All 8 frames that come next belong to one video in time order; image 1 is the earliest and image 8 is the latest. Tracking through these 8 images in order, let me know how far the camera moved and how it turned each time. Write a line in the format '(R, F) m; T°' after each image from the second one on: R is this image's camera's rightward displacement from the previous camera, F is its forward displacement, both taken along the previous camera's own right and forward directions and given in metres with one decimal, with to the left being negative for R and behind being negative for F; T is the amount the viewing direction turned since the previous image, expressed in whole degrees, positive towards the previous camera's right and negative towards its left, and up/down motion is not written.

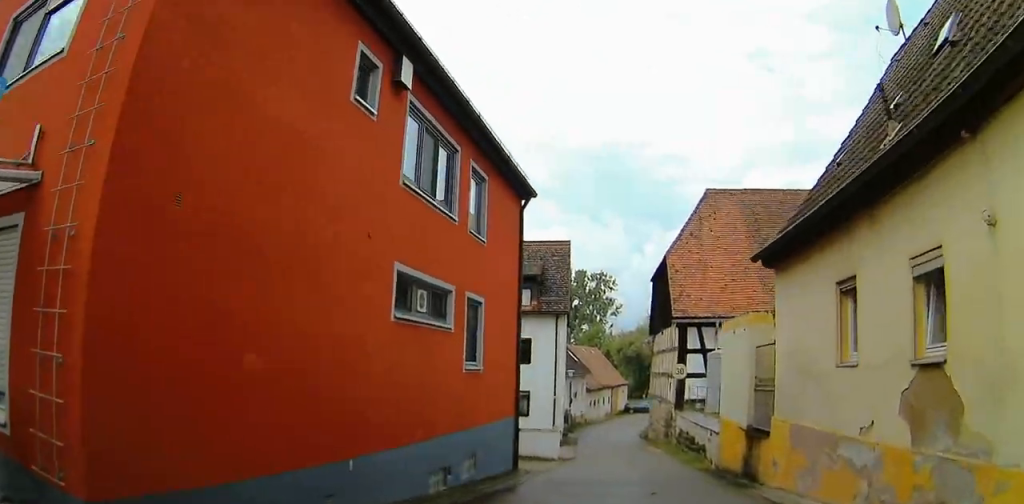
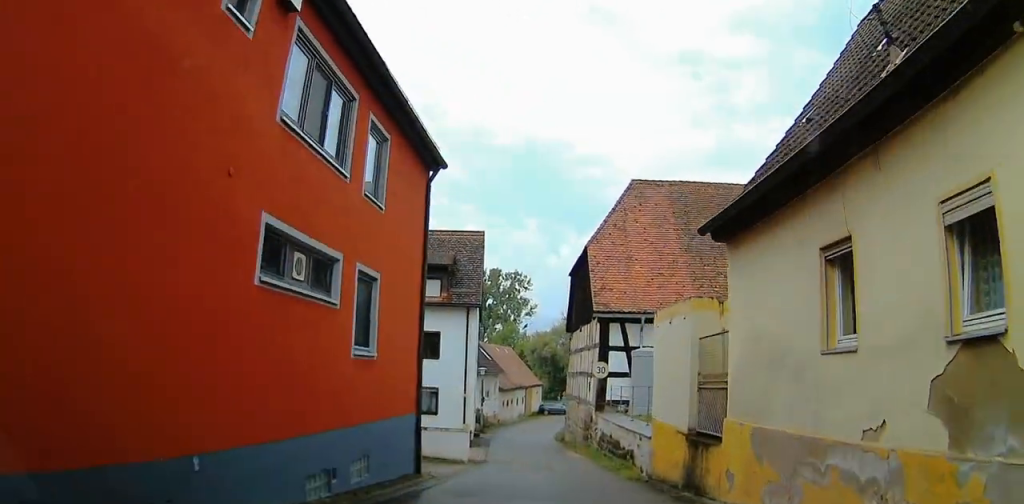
(0.0, +1.8) m; +8°
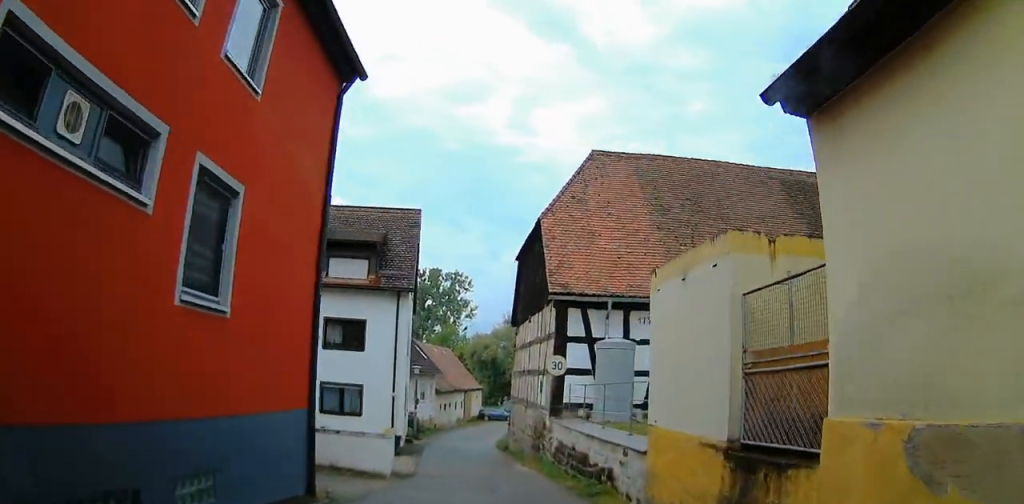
(+0.9, +4.0) m; +14°
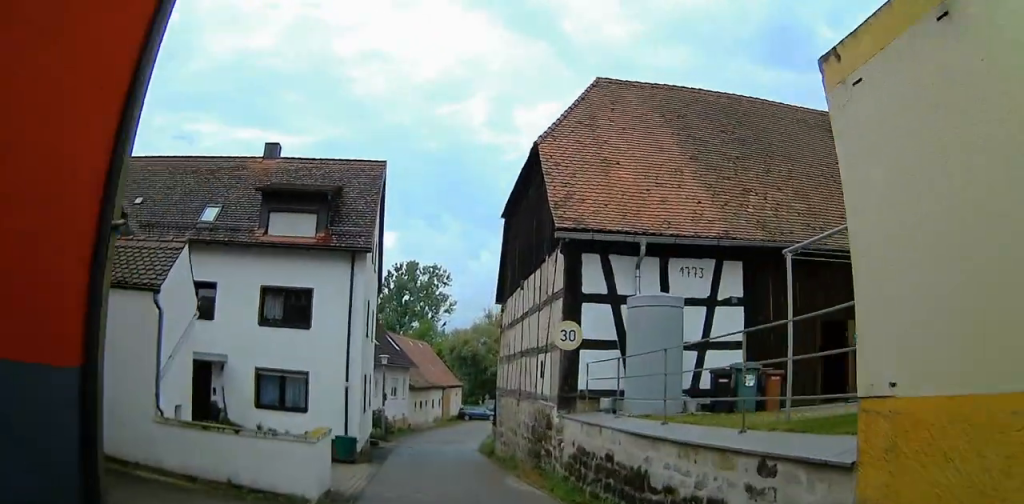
(+0.2, +5.1) m; +6°
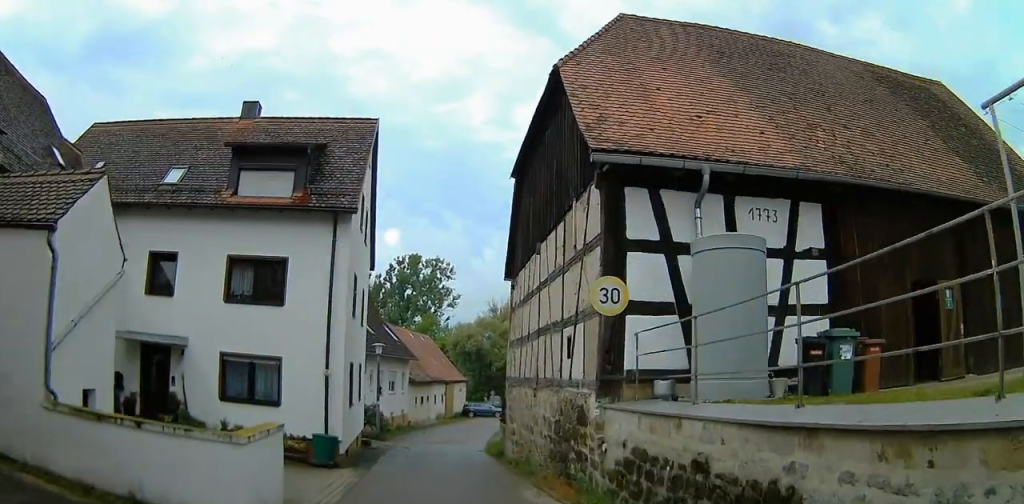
(+0.2, +3.0) m; +3°
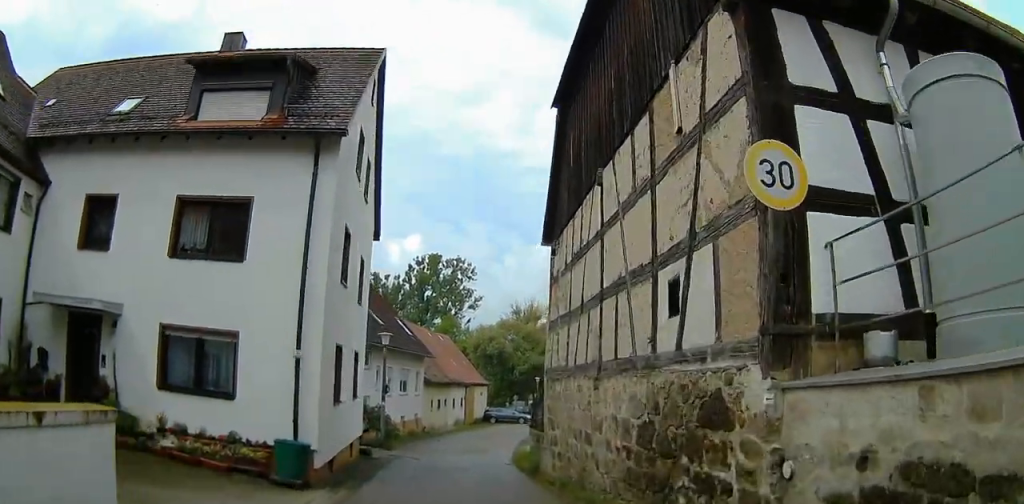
(0.0, +4.1) m; 0°
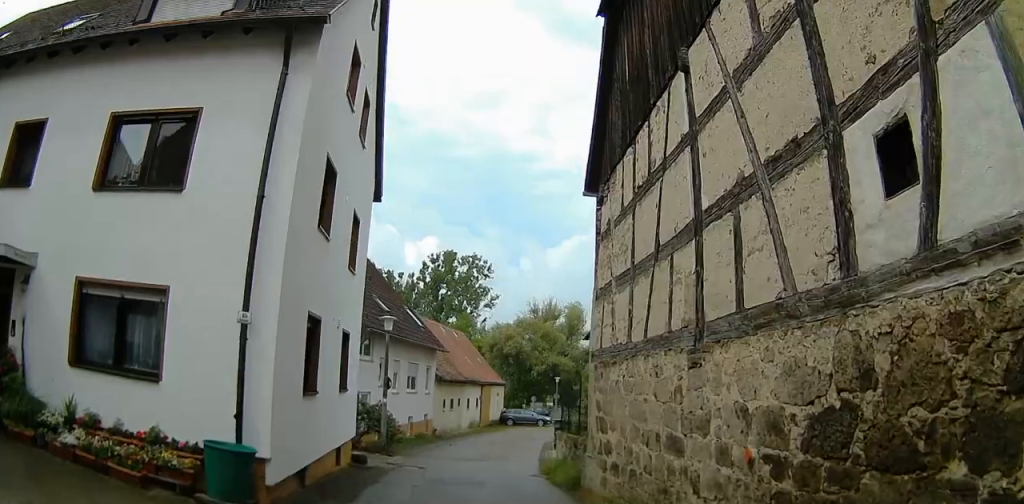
(0.0, +3.4) m; -3°
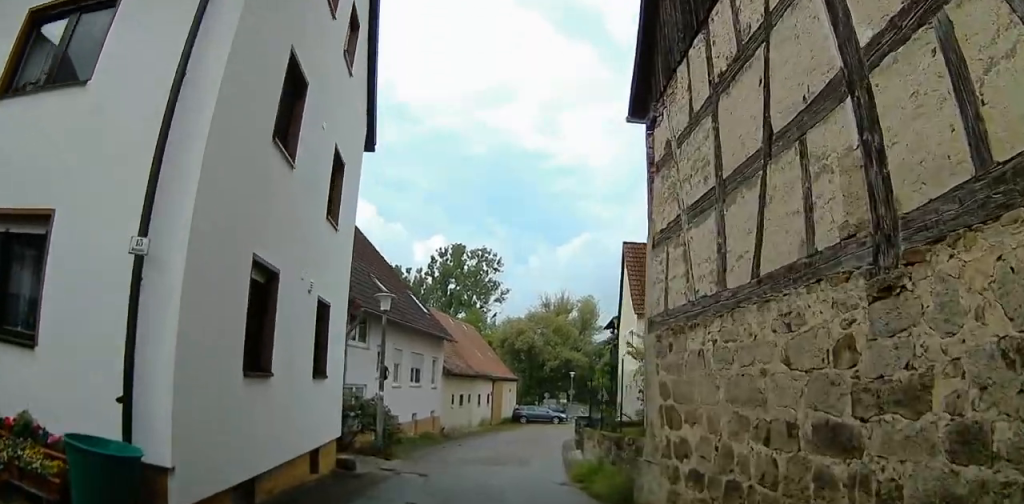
(+0.1, +2.9) m; -4°
